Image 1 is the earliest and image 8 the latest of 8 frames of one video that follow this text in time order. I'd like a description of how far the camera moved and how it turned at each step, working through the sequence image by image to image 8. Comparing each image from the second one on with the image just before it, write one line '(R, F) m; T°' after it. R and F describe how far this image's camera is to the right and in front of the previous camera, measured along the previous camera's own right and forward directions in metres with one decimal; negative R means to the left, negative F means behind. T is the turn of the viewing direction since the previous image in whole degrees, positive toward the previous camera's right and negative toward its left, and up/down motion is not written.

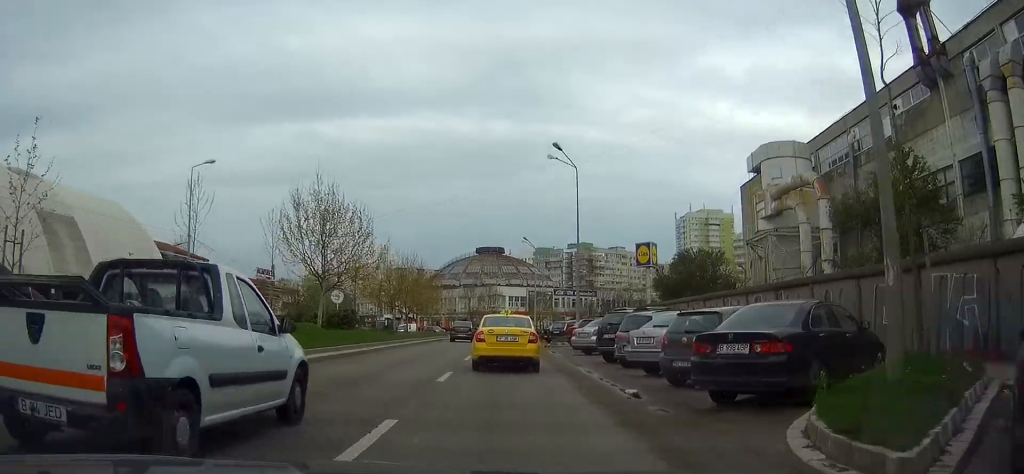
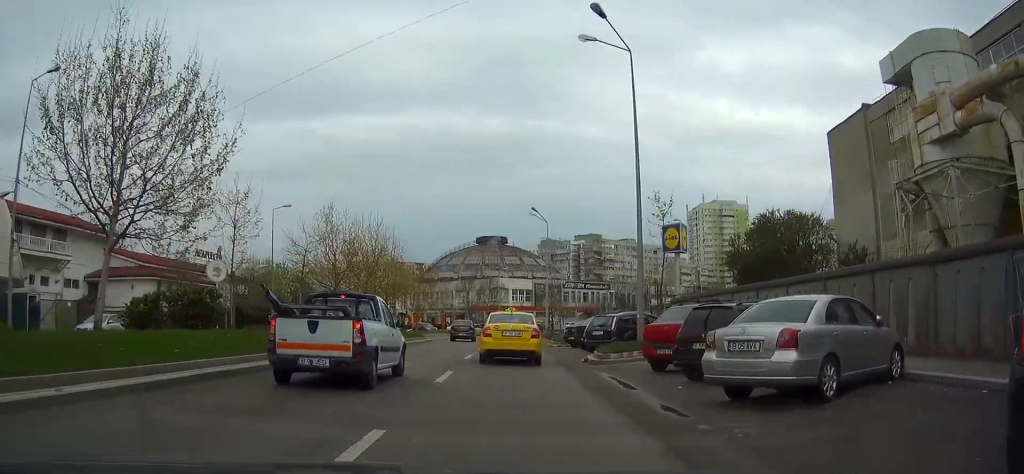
(+0.1, +18.9) m; 0°
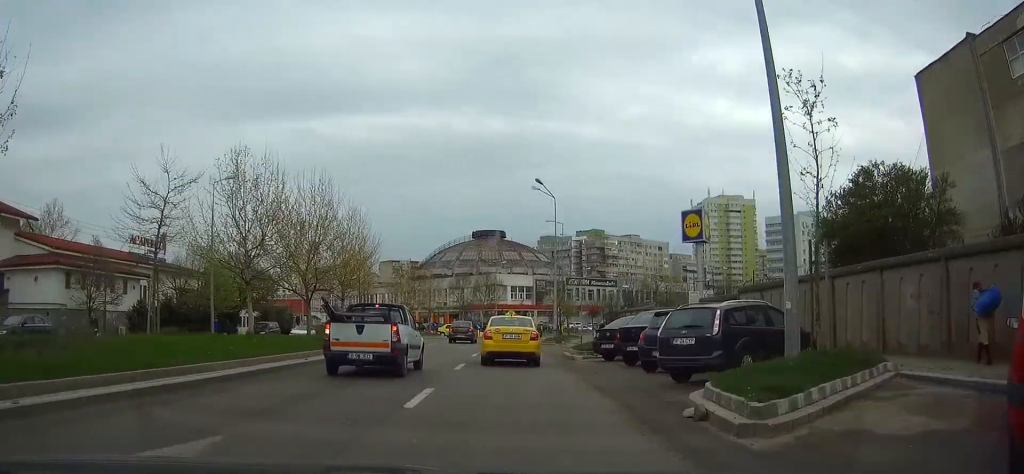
(0.0, +13.0) m; 0°
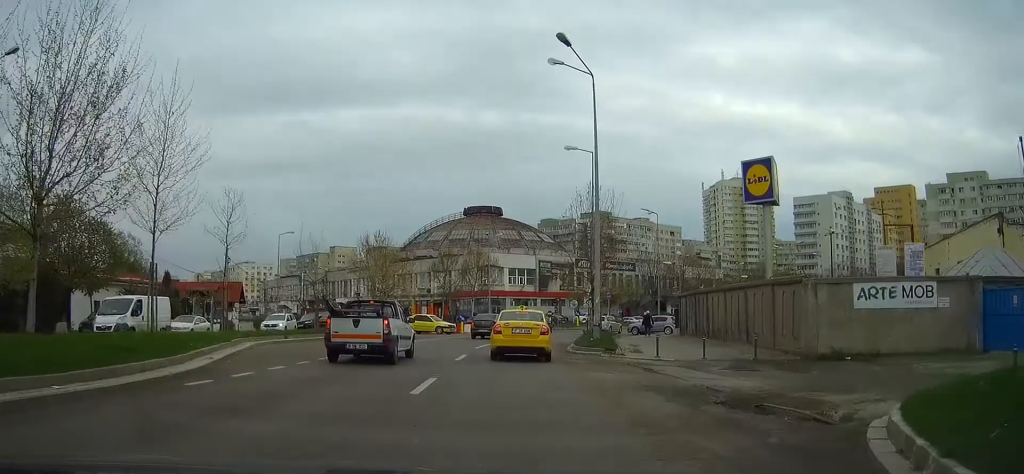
(-0.1, +25.8) m; 0°
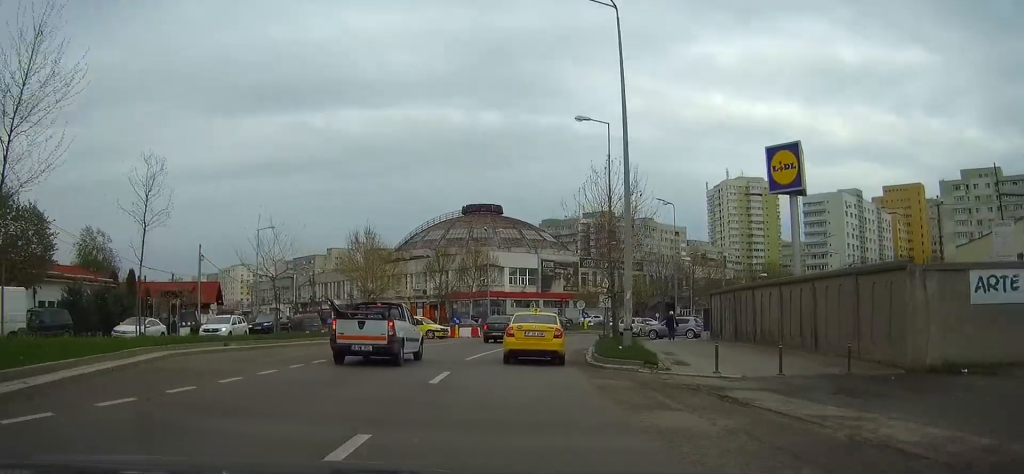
(0.0, +6.8) m; 0°
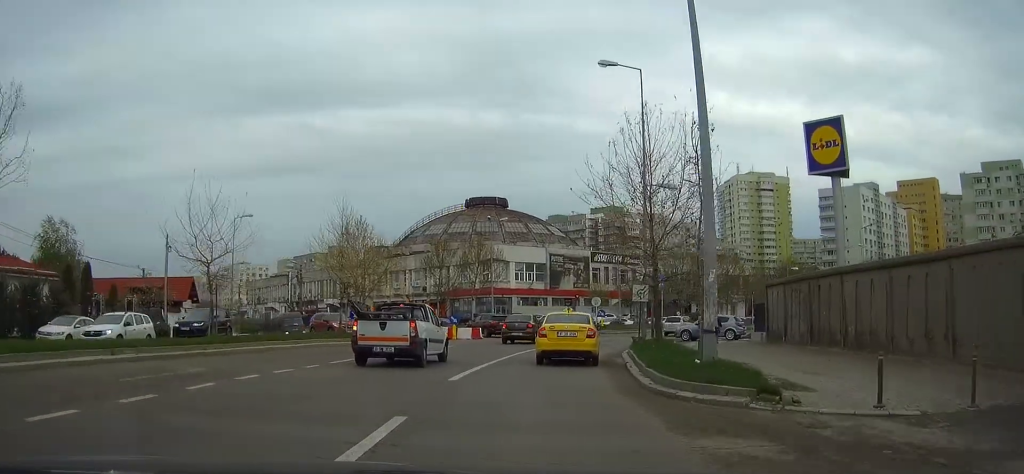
(0.0, +7.9) m; -1°
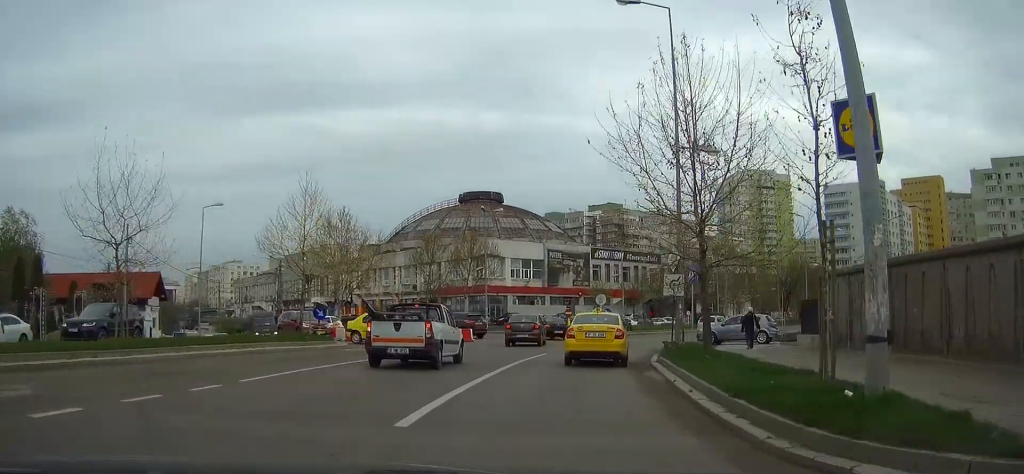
(-0.1, +6.1) m; 0°
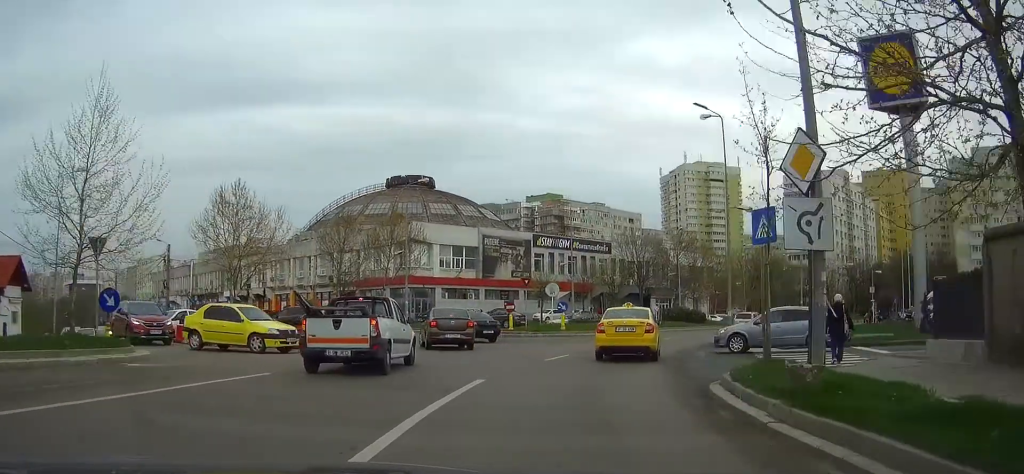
(+0.1, +13.1) m; +3°
